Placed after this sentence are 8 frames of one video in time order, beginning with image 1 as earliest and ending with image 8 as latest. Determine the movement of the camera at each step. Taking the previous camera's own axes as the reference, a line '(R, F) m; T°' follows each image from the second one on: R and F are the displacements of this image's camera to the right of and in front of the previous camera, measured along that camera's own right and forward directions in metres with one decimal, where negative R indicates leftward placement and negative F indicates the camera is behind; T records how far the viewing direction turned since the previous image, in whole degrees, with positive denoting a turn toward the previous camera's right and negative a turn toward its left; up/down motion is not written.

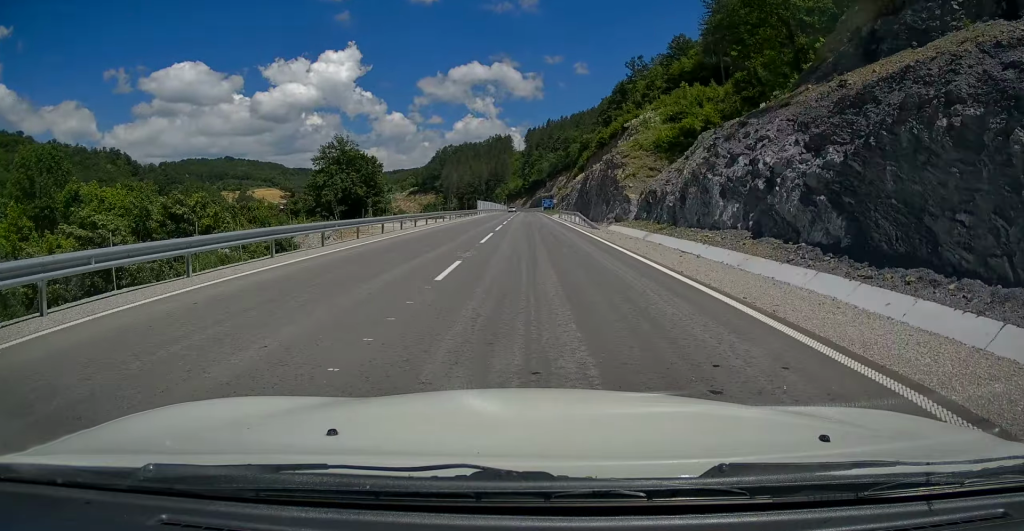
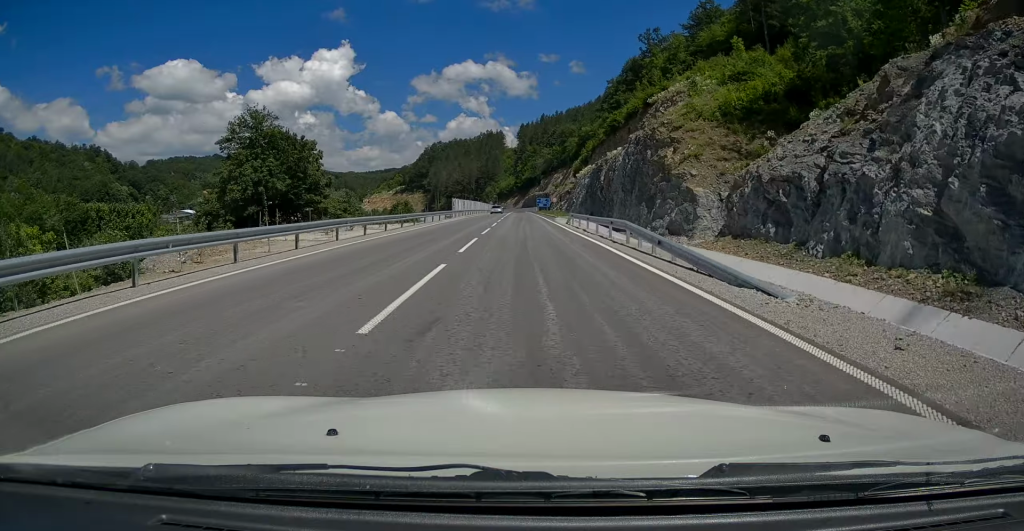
(+0.1, +21.6) m; 0°
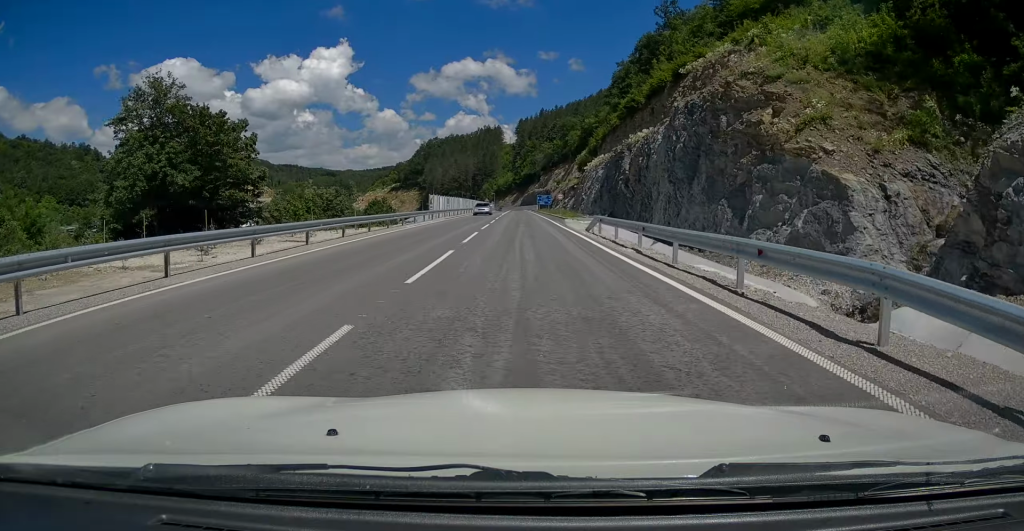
(0.0, +14.7) m; 0°
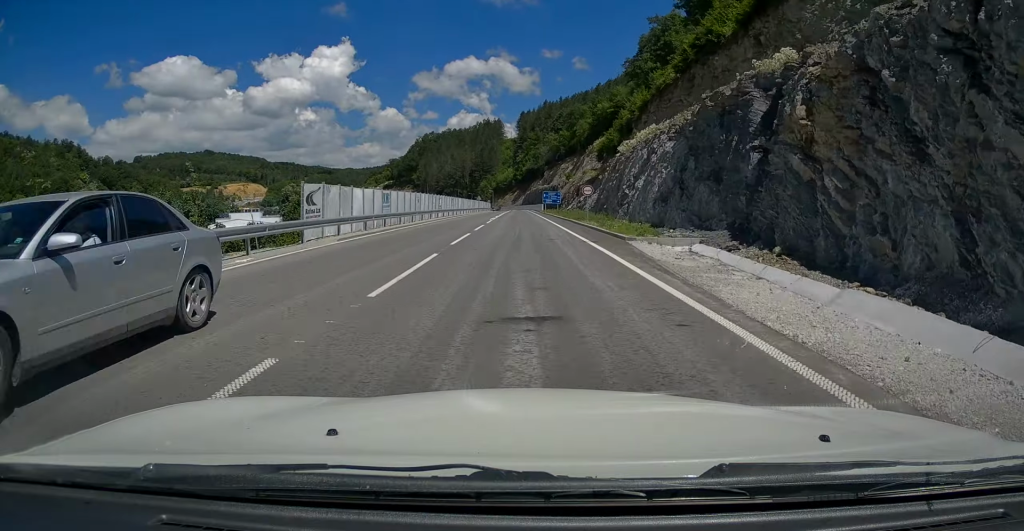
(0.0, +28.0) m; 0°
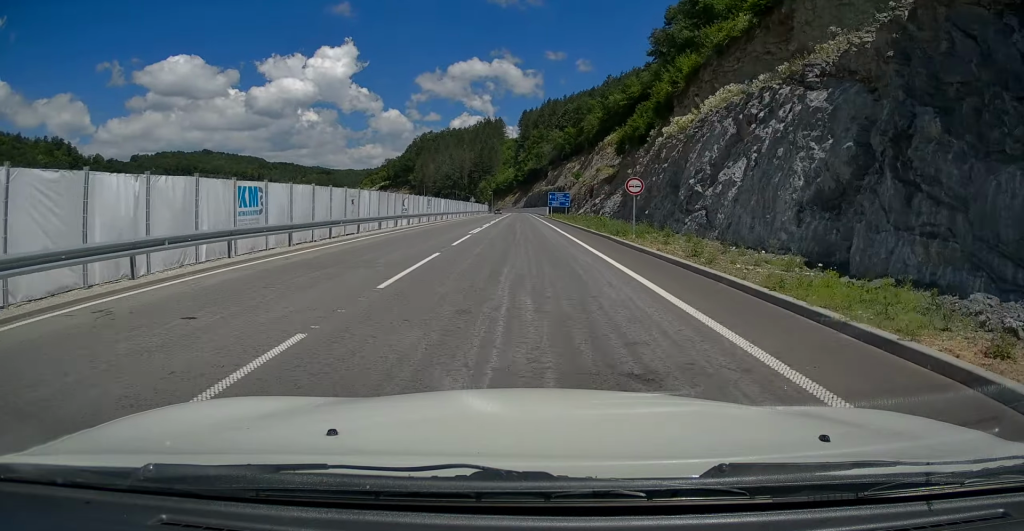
(0.0, +16.9) m; 0°
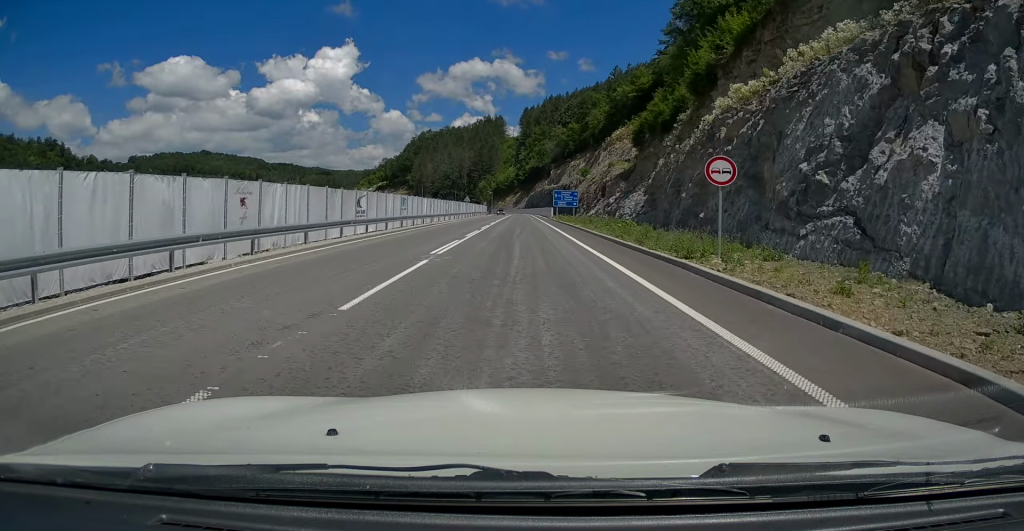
(0.0, +10.6) m; 0°
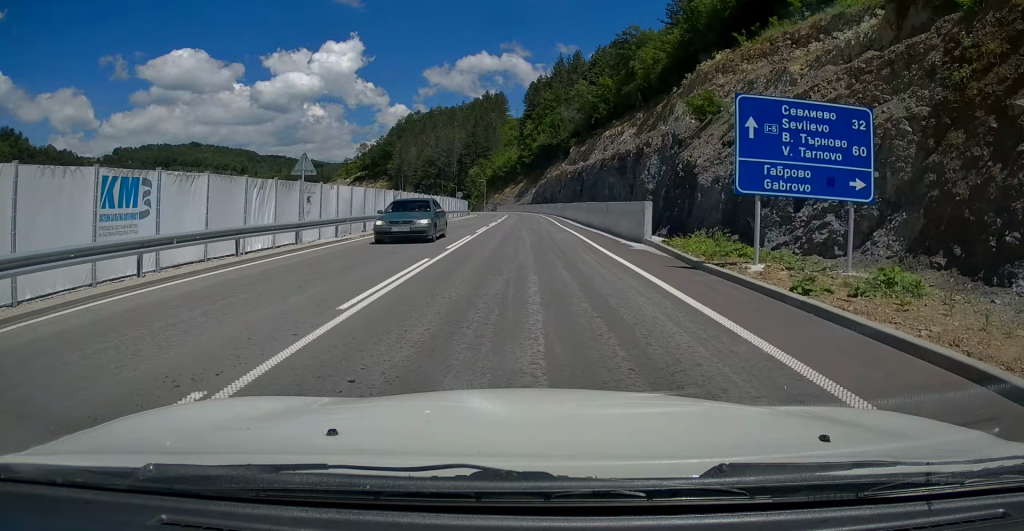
(0.0, +61.7) m; 0°
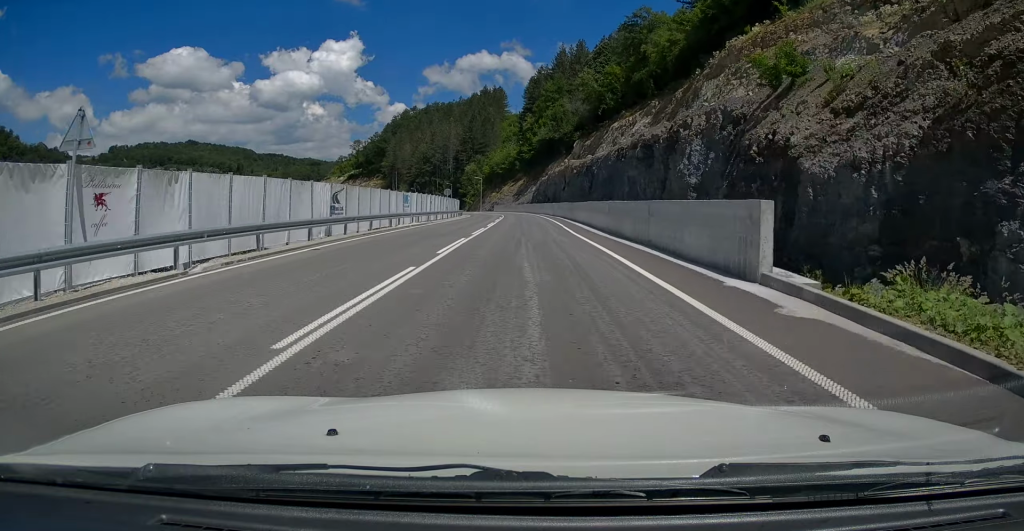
(-0.1, +10.6) m; 0°
